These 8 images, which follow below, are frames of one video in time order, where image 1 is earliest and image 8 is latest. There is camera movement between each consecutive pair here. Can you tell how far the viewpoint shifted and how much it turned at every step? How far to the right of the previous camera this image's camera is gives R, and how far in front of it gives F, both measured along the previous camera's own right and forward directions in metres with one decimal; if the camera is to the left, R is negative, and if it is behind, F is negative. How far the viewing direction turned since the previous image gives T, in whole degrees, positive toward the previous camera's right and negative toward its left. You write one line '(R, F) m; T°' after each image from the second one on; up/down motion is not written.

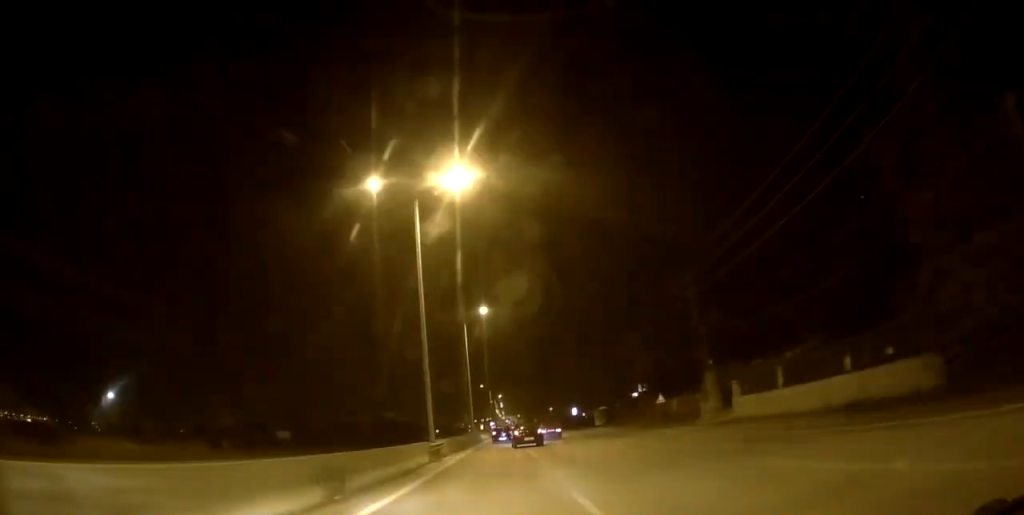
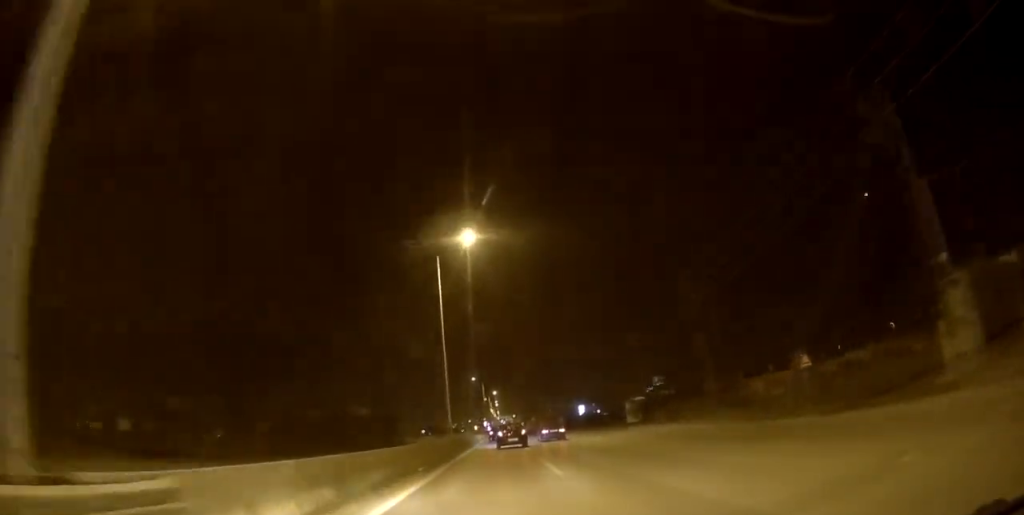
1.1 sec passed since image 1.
(+0.9, +23.9) m; +2°
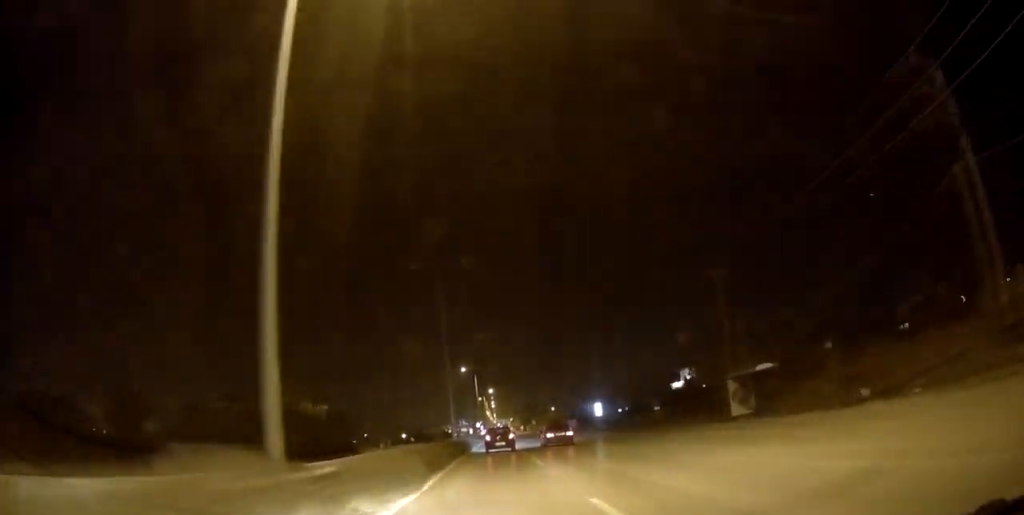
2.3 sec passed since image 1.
(-0.1, +28.9) m; -2°
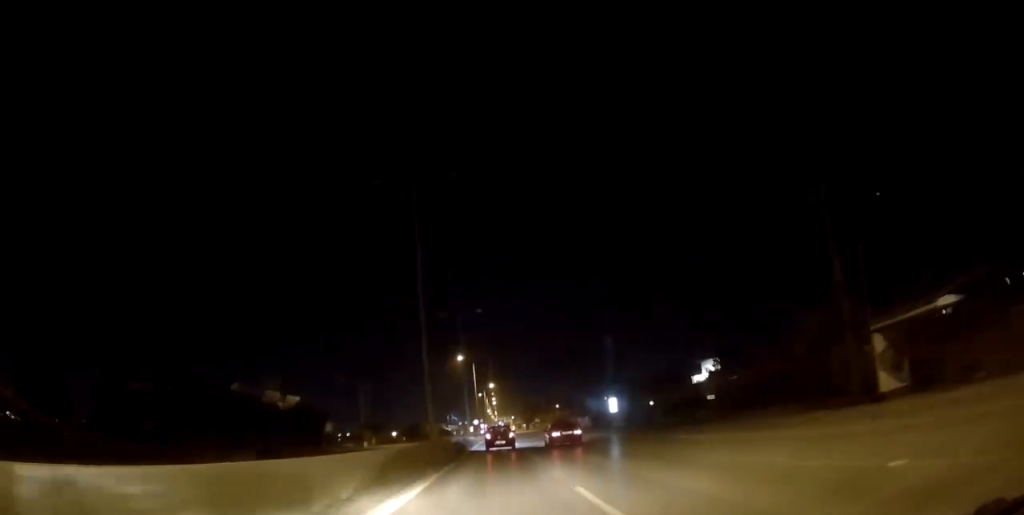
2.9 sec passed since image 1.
(-0.3, +14.2) m; +1°
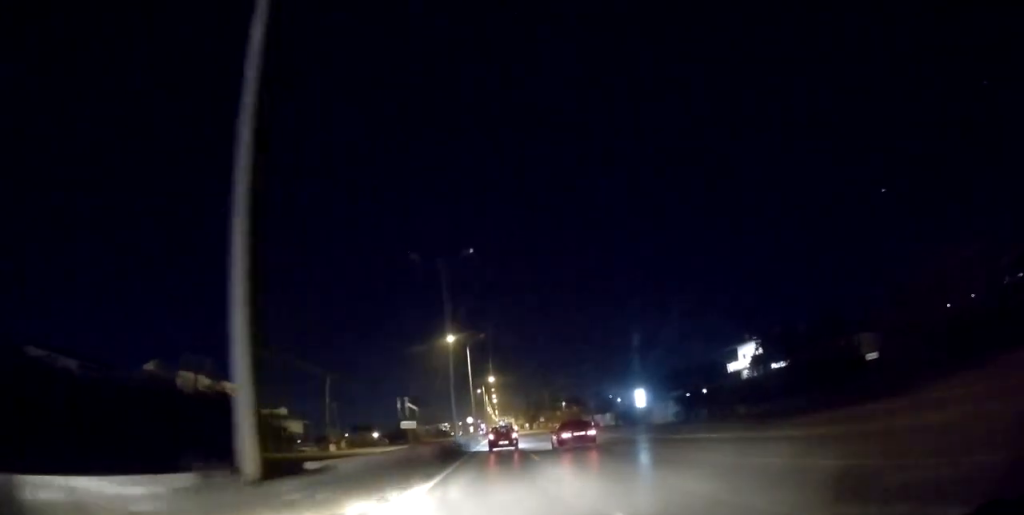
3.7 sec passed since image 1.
(+0.2, +19.6) m; +1°
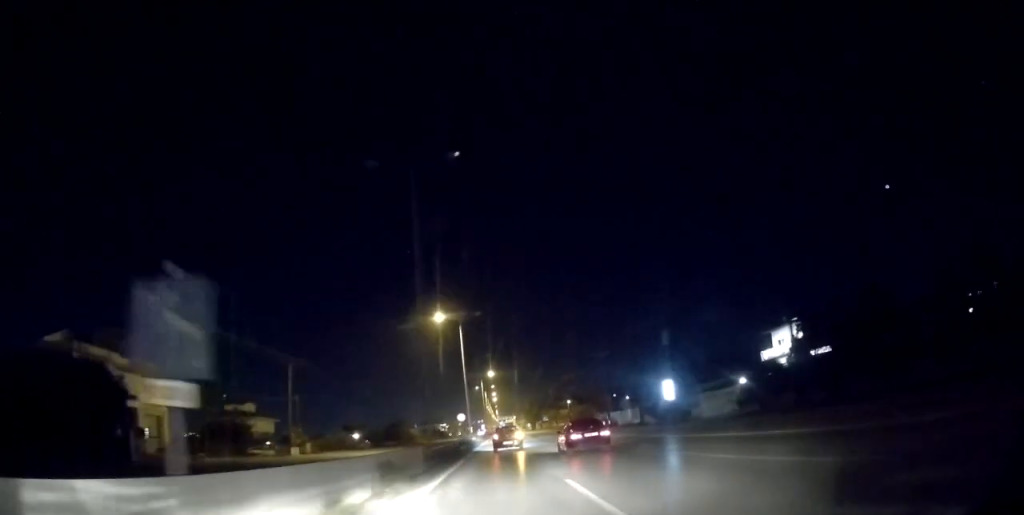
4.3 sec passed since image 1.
(+0.5, +14.2) m; +1°
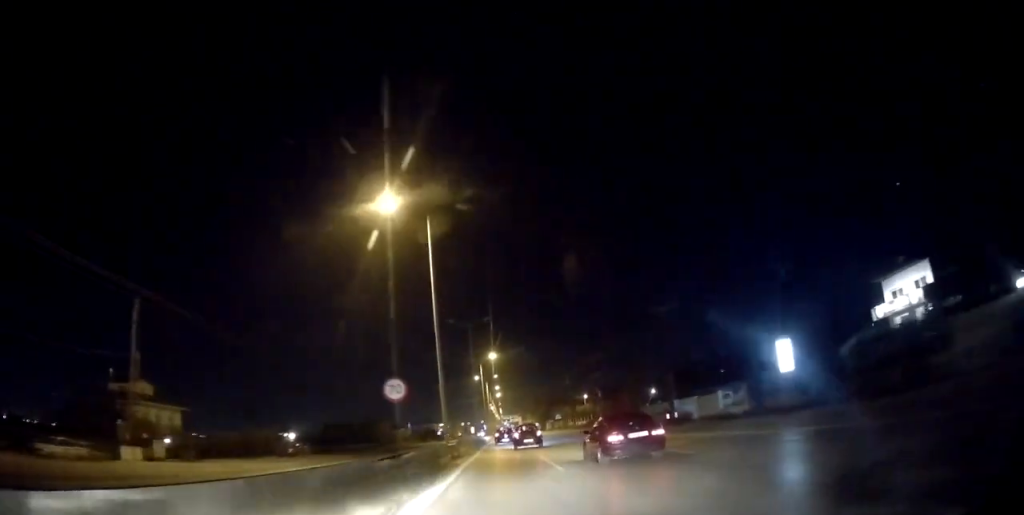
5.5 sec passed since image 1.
(-0.8, +30.3) m; -3°
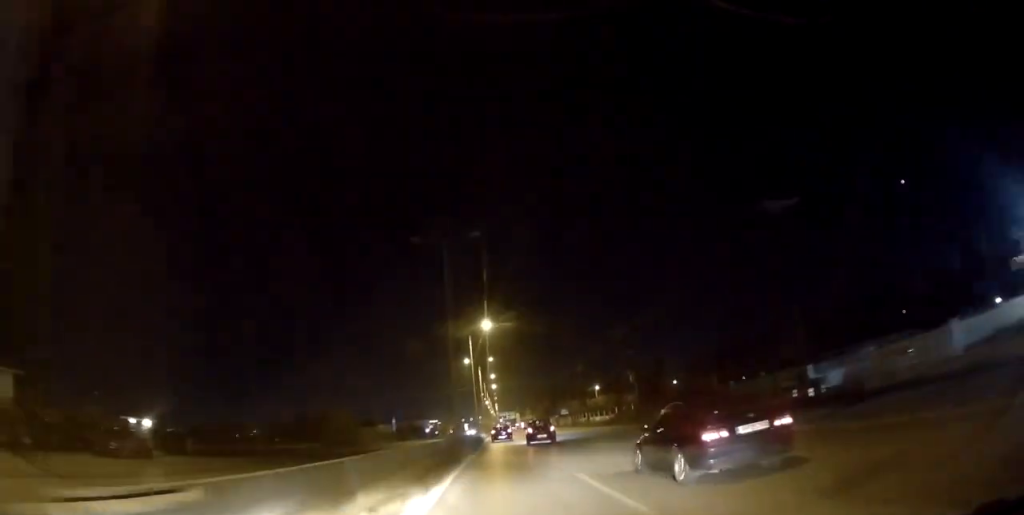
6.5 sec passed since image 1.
(-0.4, +26.2) m; +1°
